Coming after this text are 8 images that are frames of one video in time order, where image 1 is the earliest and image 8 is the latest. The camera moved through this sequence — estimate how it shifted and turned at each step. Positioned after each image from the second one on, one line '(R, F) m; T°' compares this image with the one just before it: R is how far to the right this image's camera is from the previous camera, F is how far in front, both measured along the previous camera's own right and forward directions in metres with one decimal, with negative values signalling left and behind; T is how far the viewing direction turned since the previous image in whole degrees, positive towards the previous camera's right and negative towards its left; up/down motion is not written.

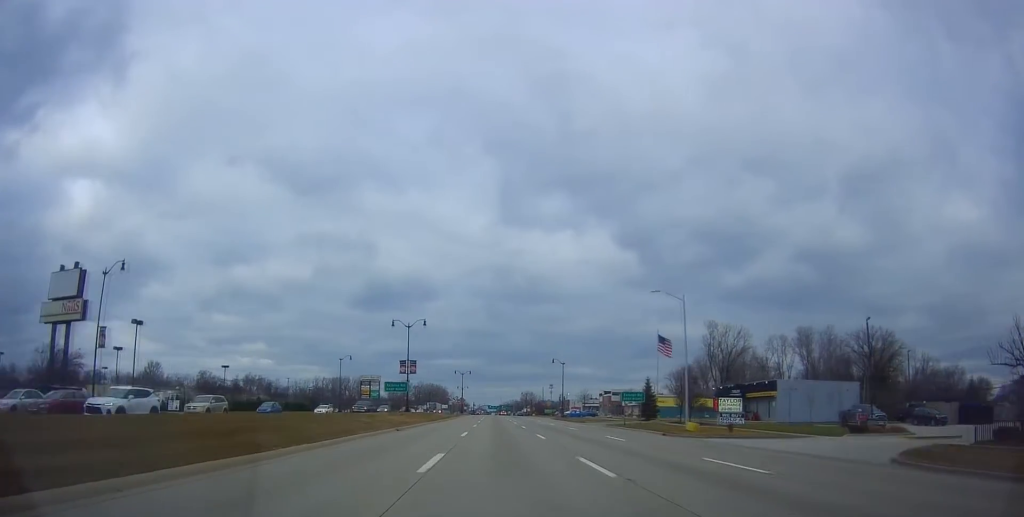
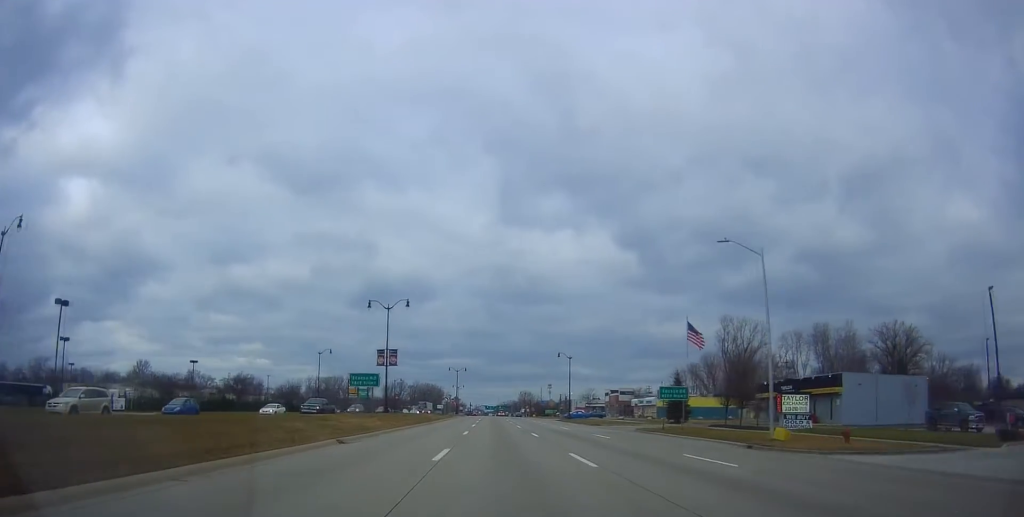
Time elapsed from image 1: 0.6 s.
(+0.3, +12.7) m; +1°
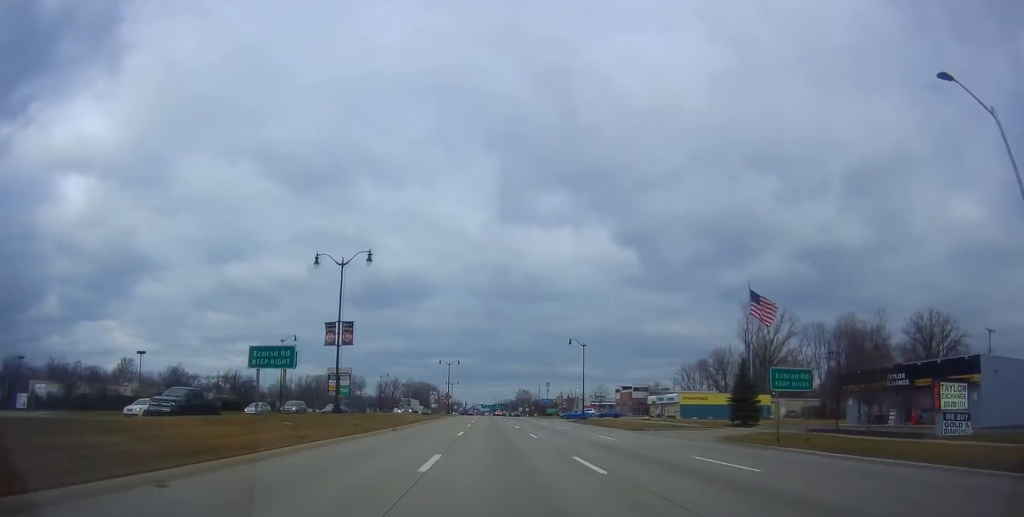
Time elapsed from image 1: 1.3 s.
(+0.1, +17.3) m; 0°
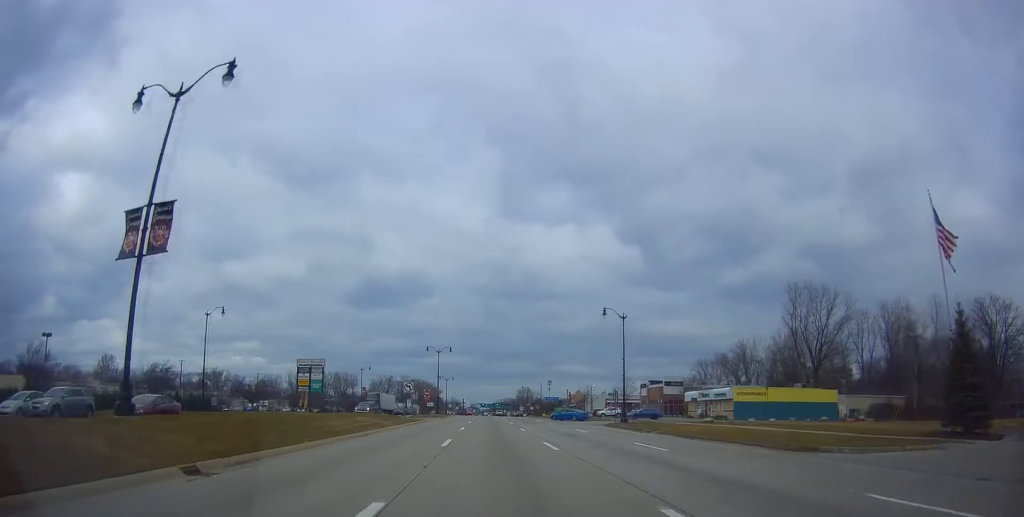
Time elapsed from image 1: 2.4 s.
(0.0, +23.9) m; 0°
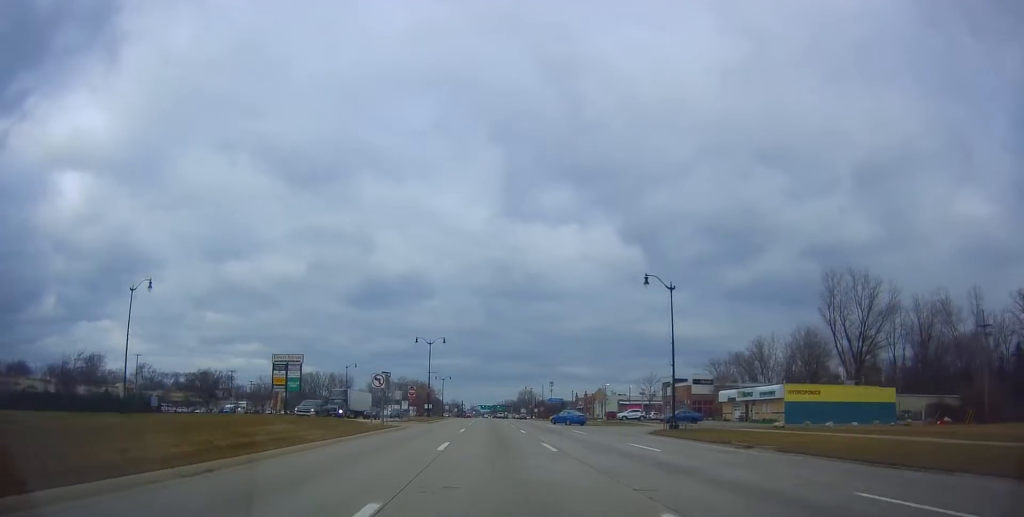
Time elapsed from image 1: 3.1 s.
(0.0, +14.9) m; -1°
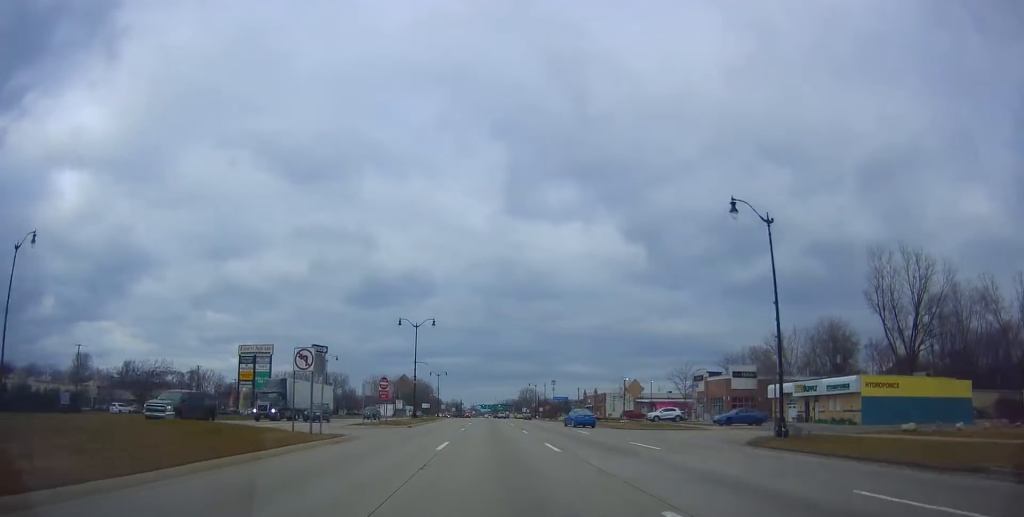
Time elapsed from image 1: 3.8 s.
(+0.1, +15.7) m; -1°
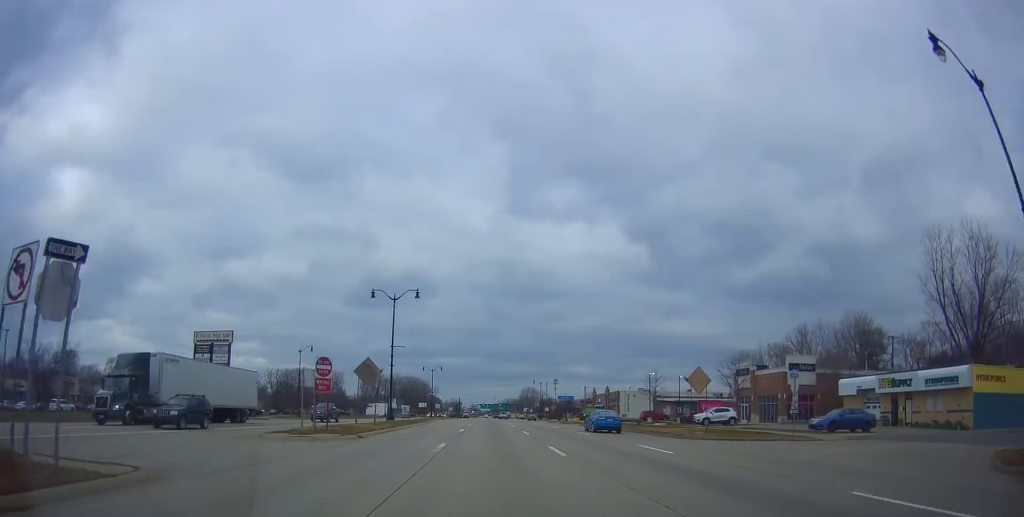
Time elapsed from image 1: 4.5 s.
(-0.6, +15.8) m; 0°
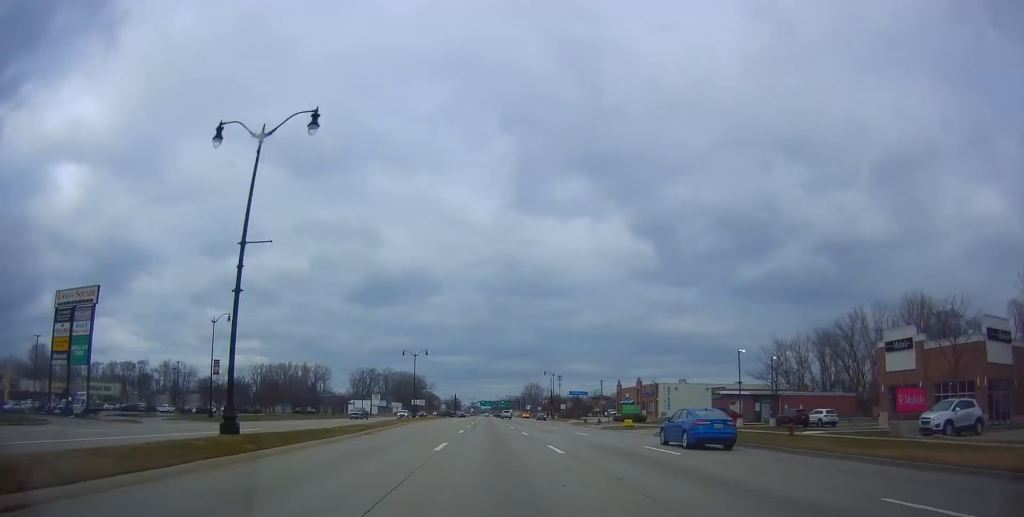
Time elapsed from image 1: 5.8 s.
(+0.6, +31.1) m; +1°
